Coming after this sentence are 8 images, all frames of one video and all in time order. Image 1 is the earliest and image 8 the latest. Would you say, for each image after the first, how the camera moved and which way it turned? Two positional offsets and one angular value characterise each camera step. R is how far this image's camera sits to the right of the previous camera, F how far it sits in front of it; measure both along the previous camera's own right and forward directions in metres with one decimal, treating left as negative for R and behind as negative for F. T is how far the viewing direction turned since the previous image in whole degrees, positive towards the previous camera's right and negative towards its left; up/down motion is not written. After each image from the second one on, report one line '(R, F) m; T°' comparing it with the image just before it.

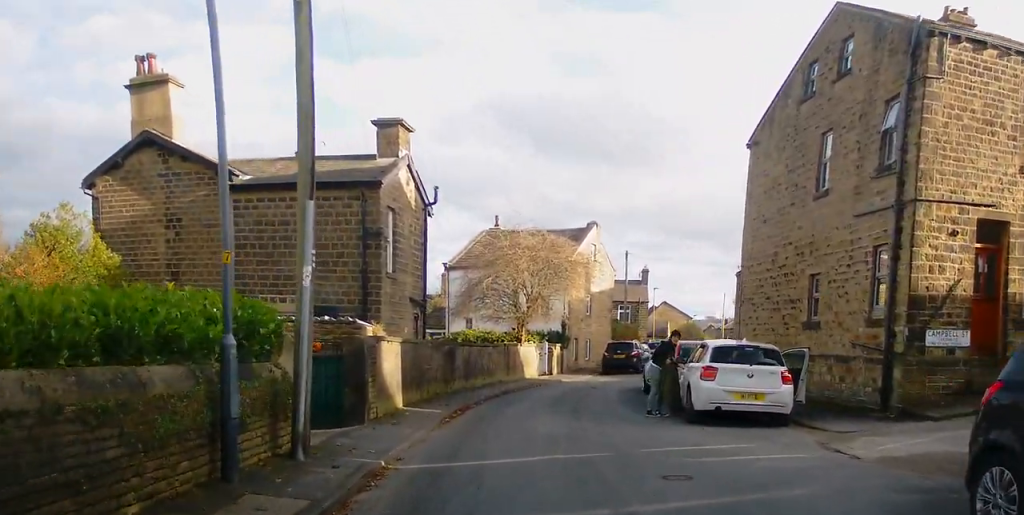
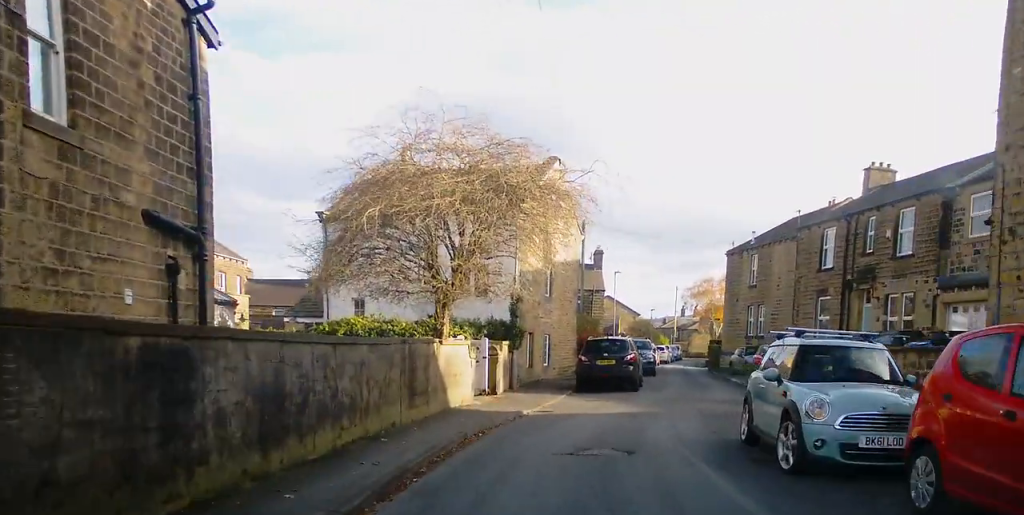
(+1.1, +14.8) m; +9°
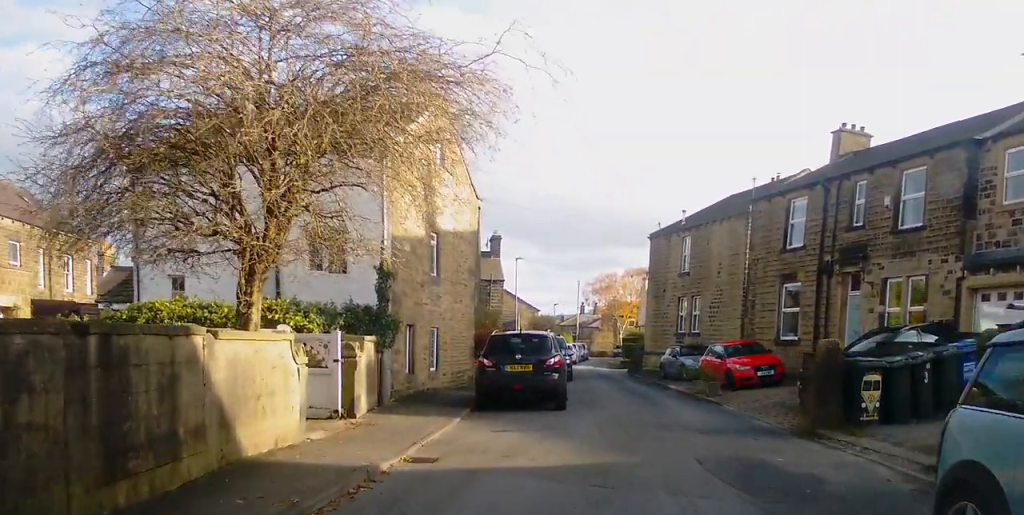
(+0.2, +7.2) m; +5°
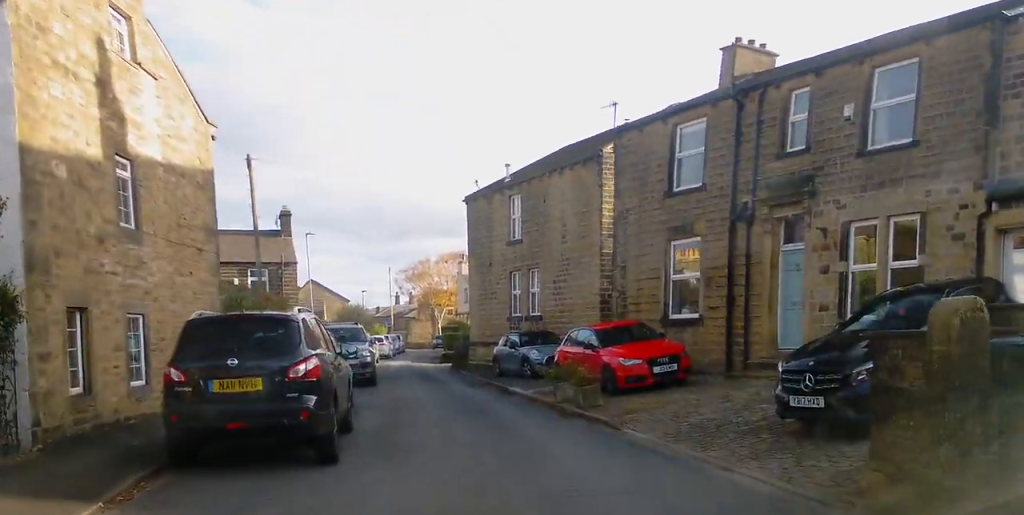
(+0.6, +8.1) m; +8°
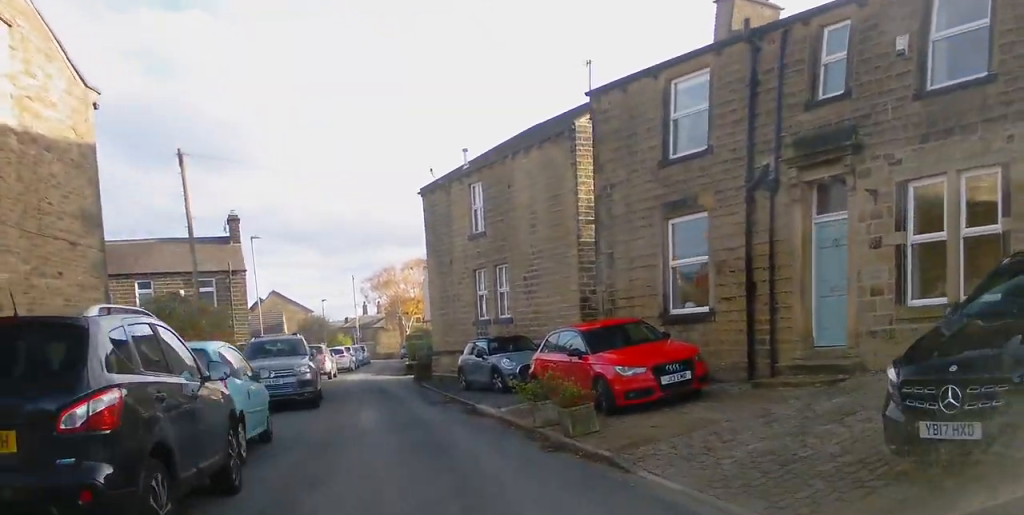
(+0.1, +3.7) m; +2°
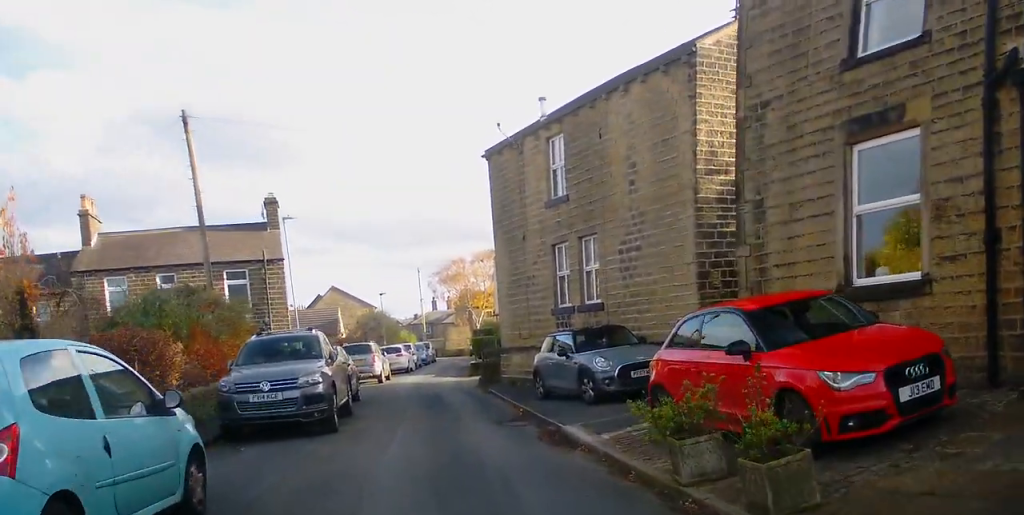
(+0.1, +5.6) m; +1°
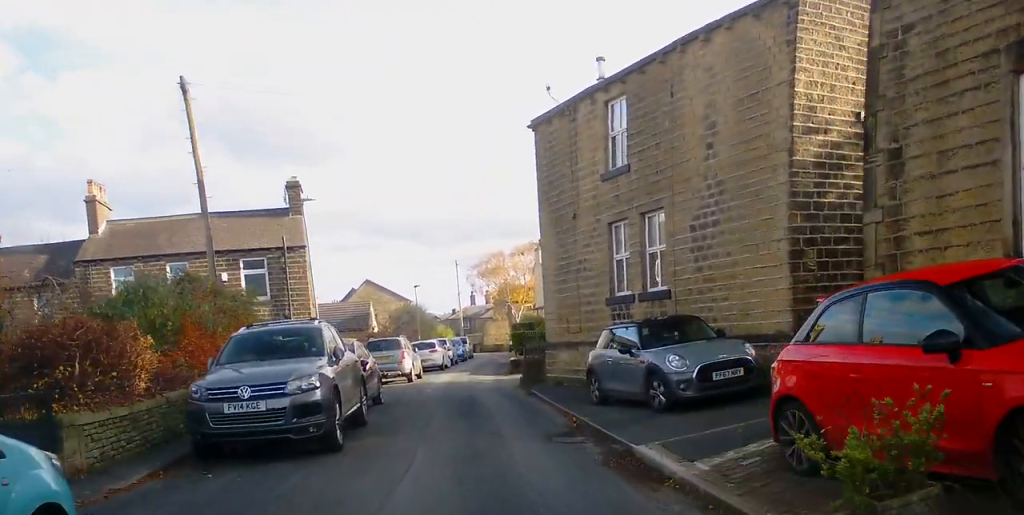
(-0.1, +3.1) m; +3°
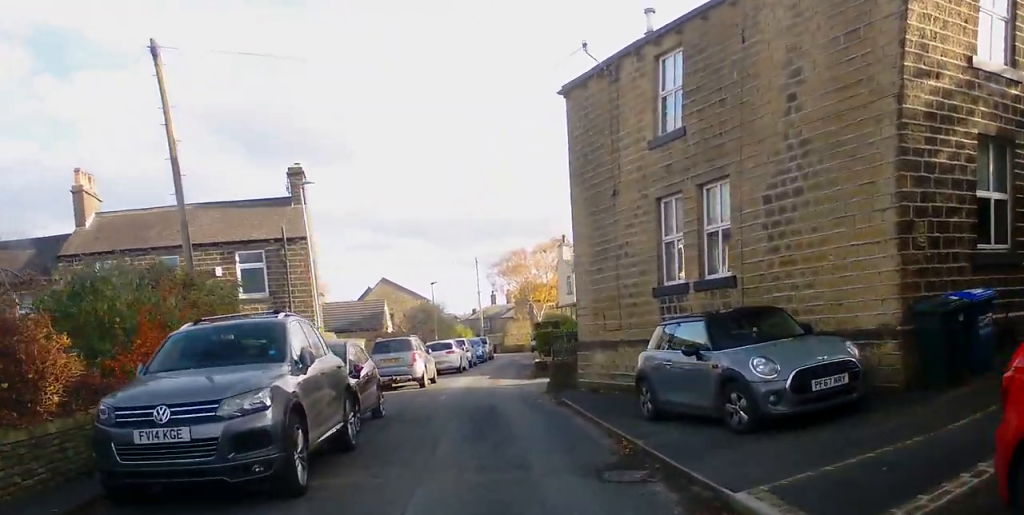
(-0.1, +3.2) m; +3°
